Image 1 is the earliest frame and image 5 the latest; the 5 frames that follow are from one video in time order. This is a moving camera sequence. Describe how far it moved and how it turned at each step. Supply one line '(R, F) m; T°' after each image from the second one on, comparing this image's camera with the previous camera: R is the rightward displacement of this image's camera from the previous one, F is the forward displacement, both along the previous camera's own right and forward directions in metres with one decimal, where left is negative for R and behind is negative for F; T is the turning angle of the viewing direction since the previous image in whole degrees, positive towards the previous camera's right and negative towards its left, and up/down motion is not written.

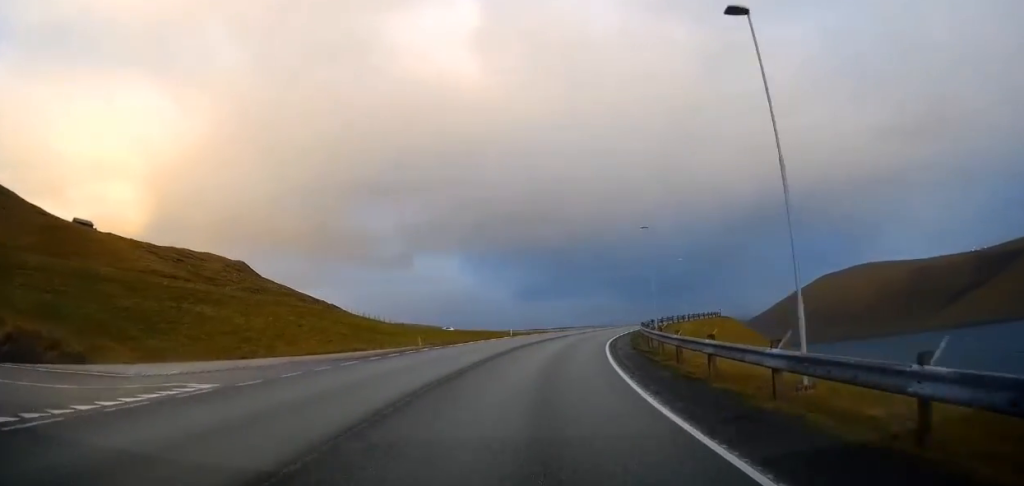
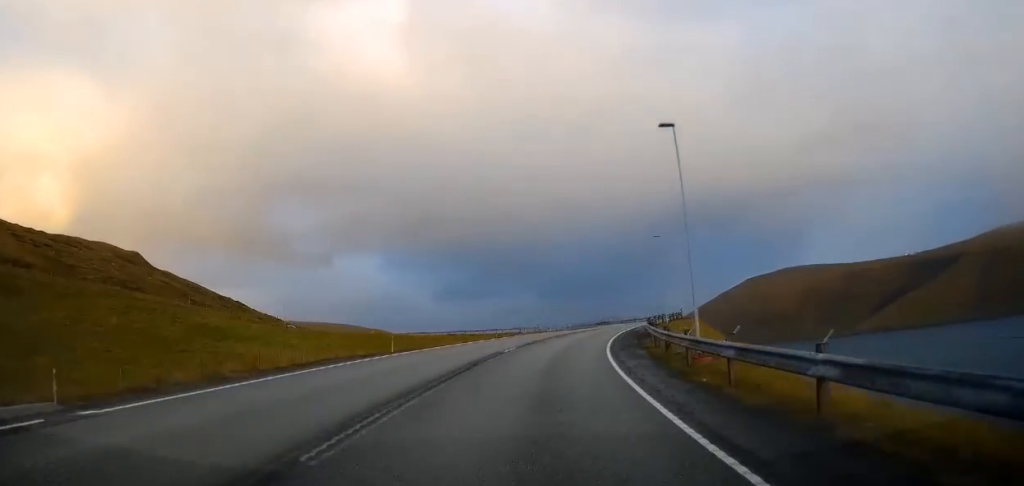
(+1.4, +22.2) m; +9°
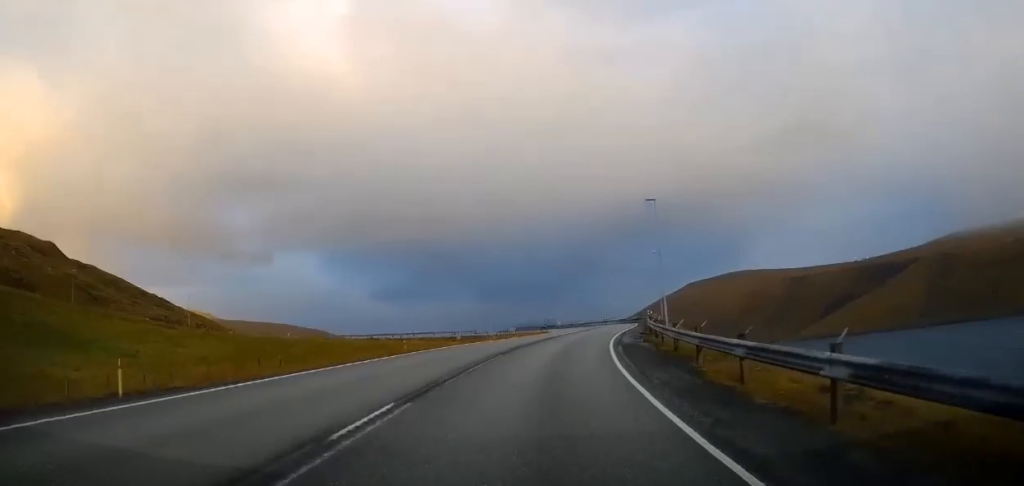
(+1.2, +16.7) m; +6°
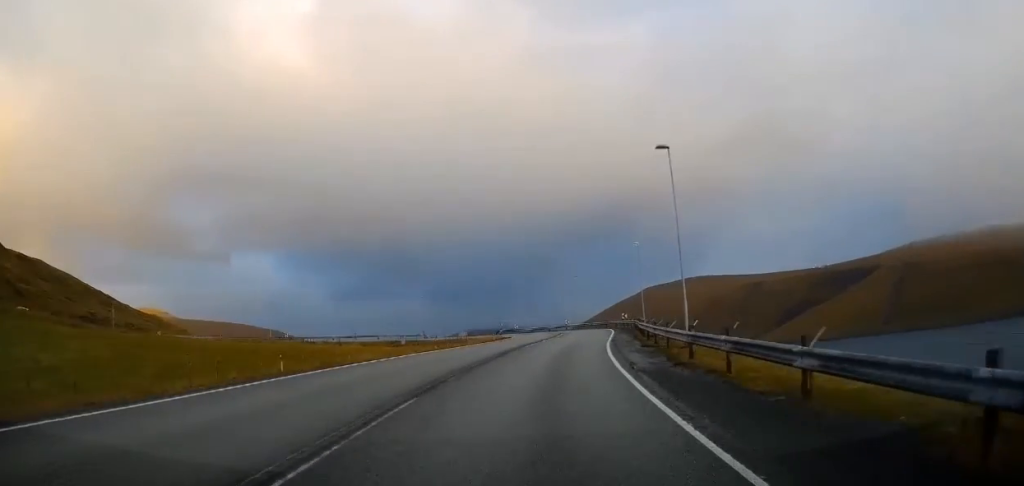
(0.0, +11.1) m; +4°
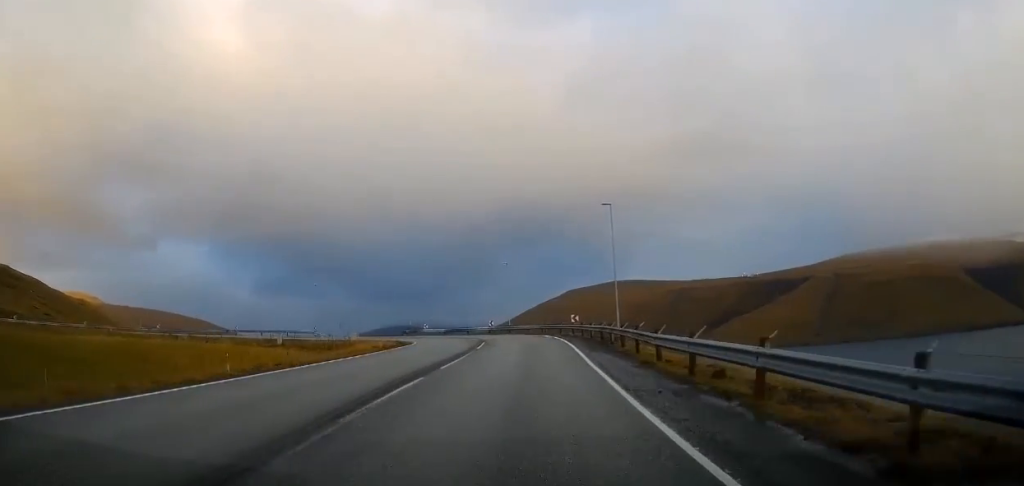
(+2.0, +19.6) m; +9°
